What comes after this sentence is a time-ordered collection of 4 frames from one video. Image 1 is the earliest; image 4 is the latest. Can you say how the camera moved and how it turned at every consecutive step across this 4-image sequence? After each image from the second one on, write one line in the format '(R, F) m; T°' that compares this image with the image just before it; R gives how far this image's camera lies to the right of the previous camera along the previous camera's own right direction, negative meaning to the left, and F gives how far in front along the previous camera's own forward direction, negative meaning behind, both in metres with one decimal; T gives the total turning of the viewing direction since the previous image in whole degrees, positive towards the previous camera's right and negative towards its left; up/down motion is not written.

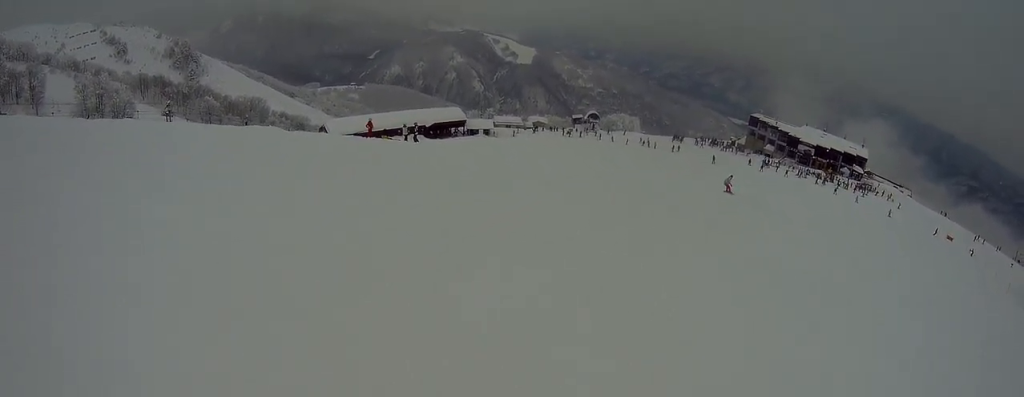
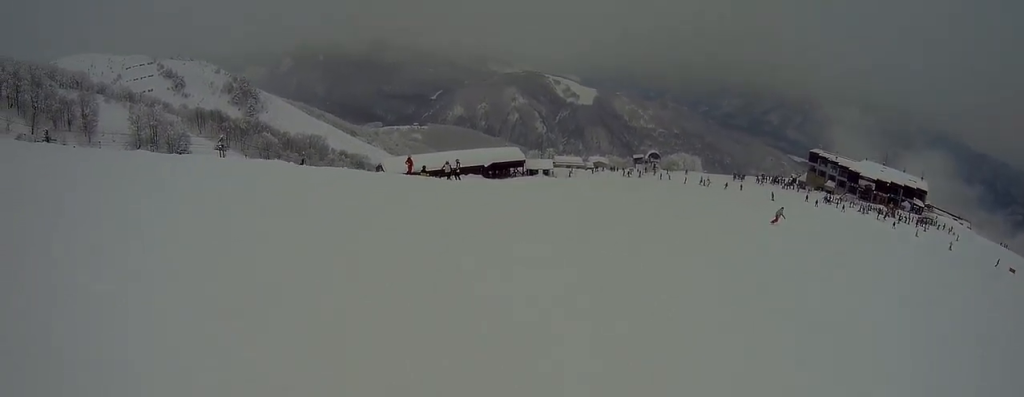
(+0.1, +2.4) m; -14°
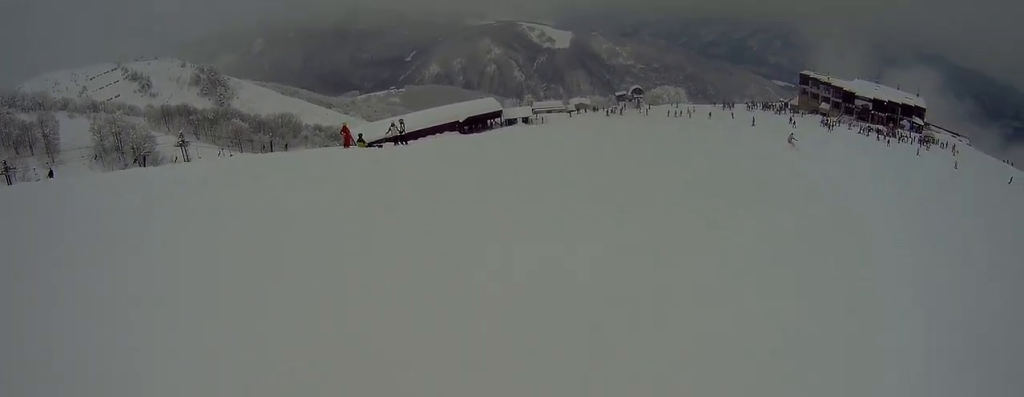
(-1.3, +6.3) m; +5°
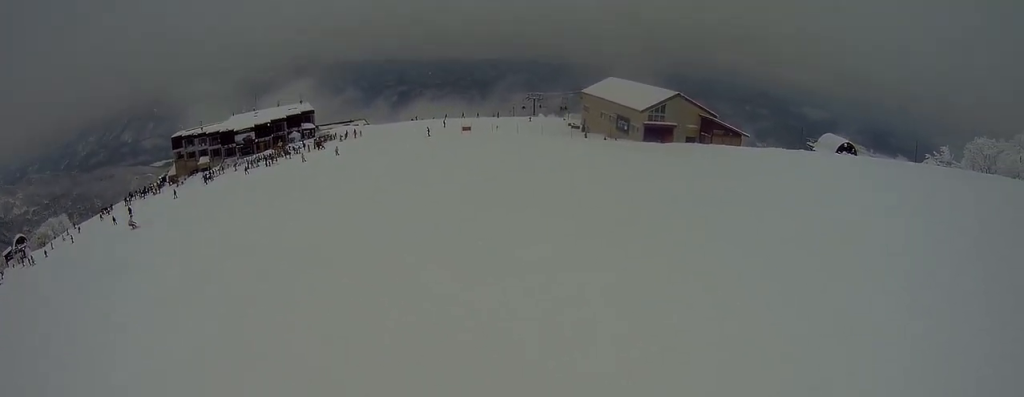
(+10.2, +12.6) m; +57°
